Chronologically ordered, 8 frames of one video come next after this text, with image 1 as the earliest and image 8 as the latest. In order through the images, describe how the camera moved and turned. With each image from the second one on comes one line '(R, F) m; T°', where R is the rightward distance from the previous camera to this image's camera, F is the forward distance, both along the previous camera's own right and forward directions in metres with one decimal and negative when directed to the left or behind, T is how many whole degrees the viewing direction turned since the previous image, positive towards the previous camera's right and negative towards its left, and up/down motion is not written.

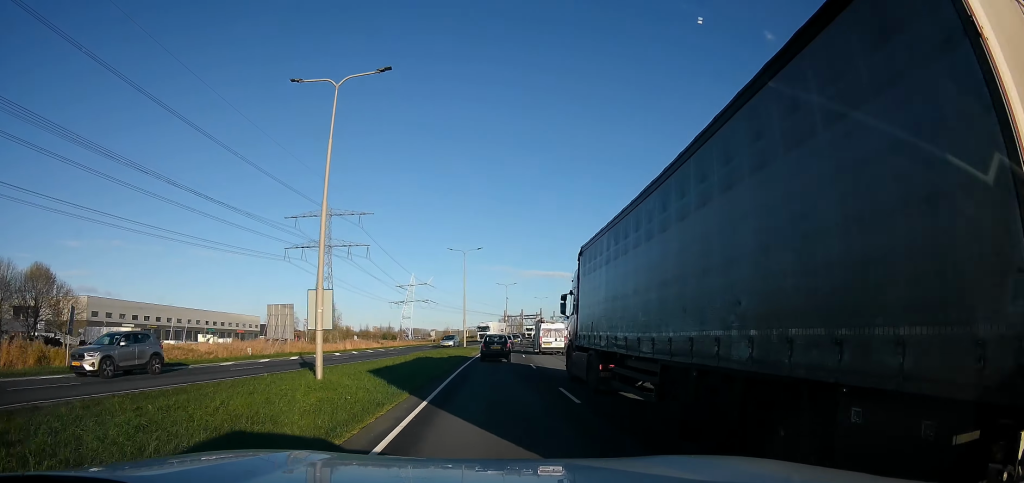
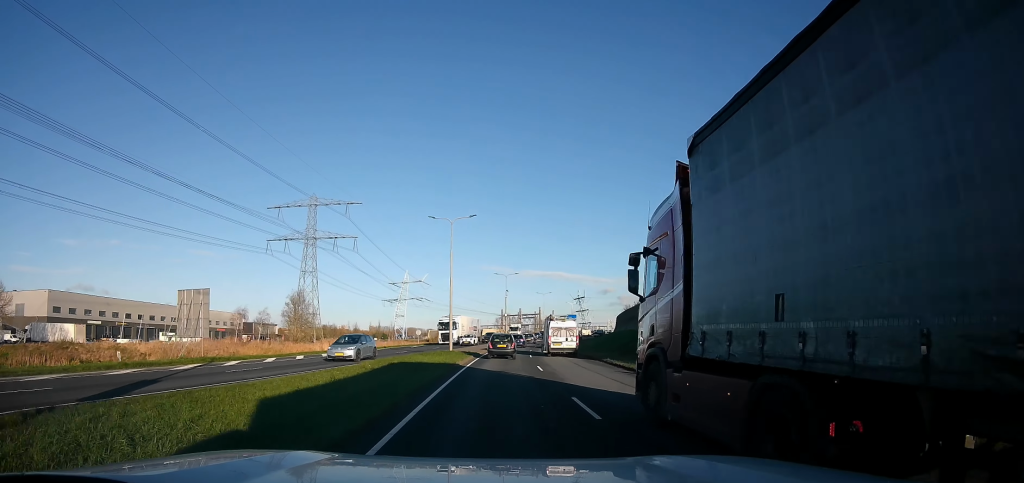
(+0.6, +13.6) m; +4°
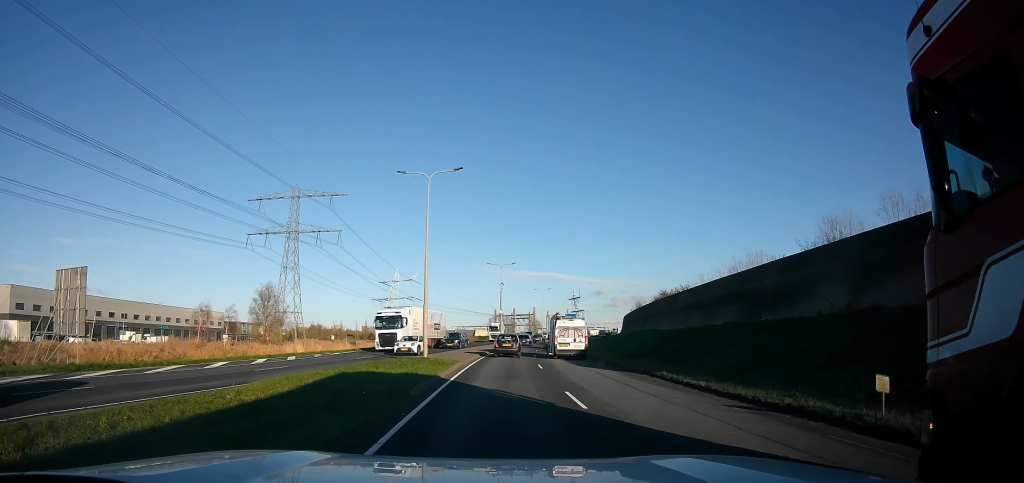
(+0.2, +10.6) m; +1°
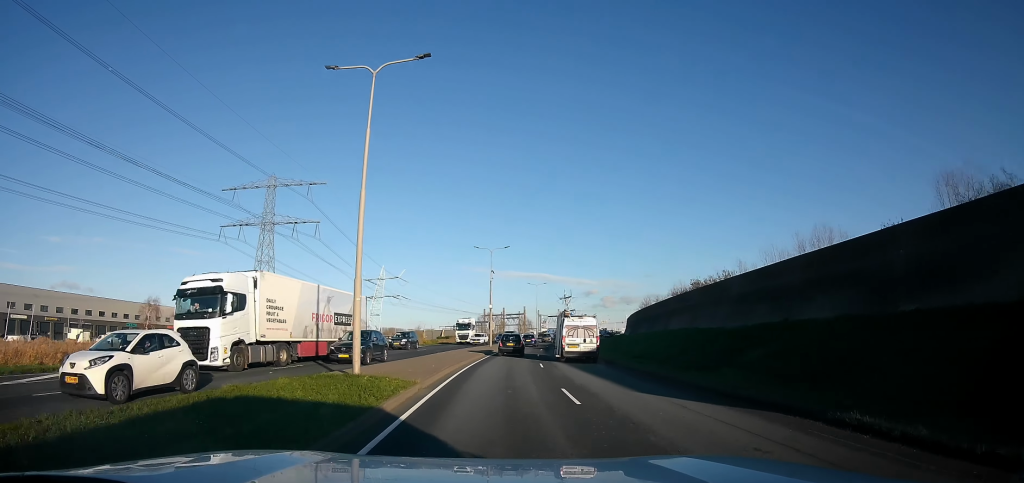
(0.0, +11.1) m; 0°
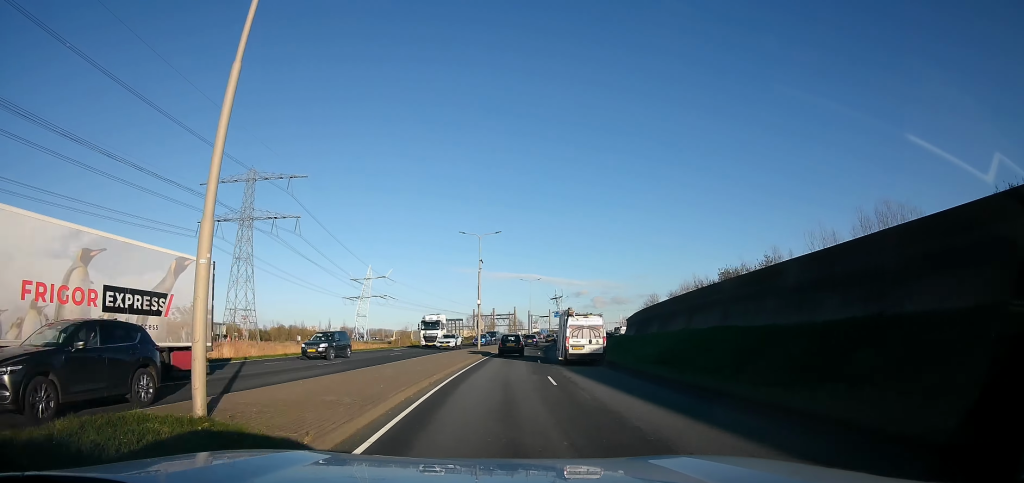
(0.0, +7.3) m; 0°
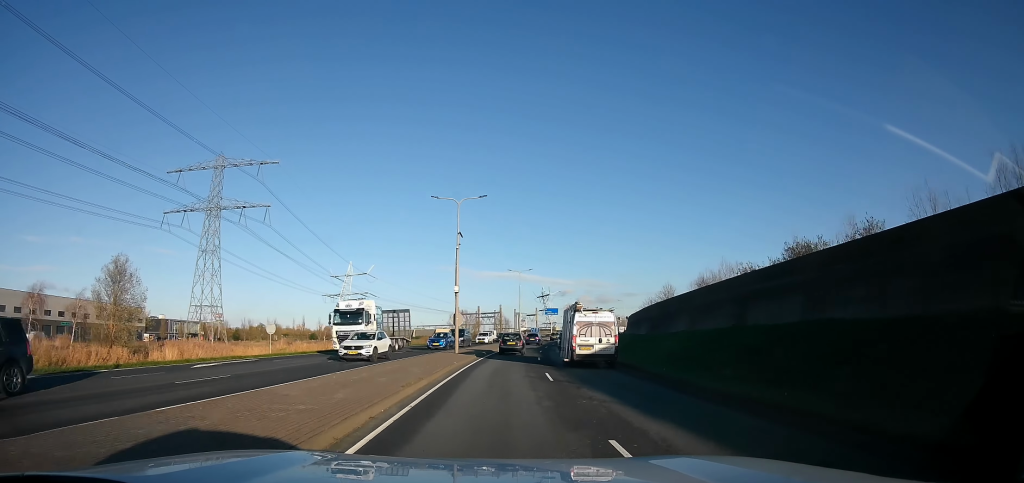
(0.0, +10.7) m; 0°
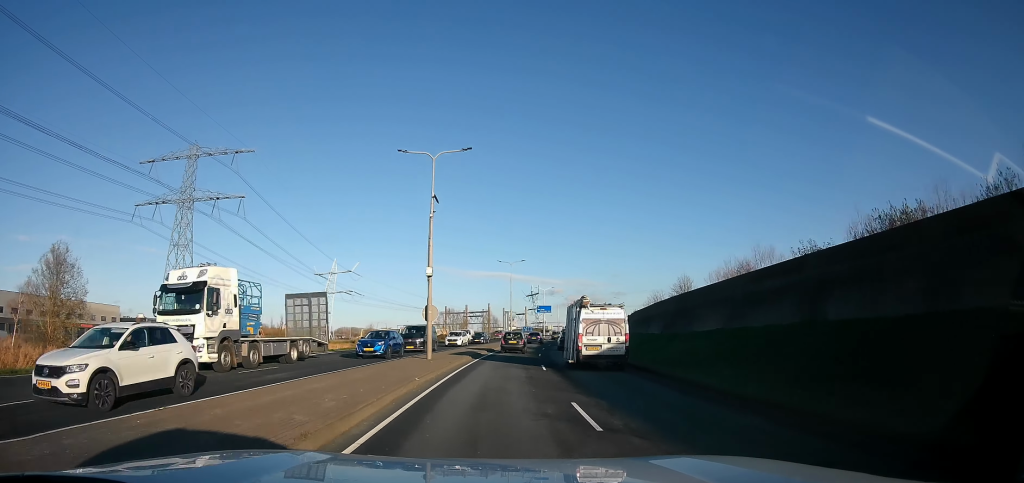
(0.0, +8.3) m; 0°
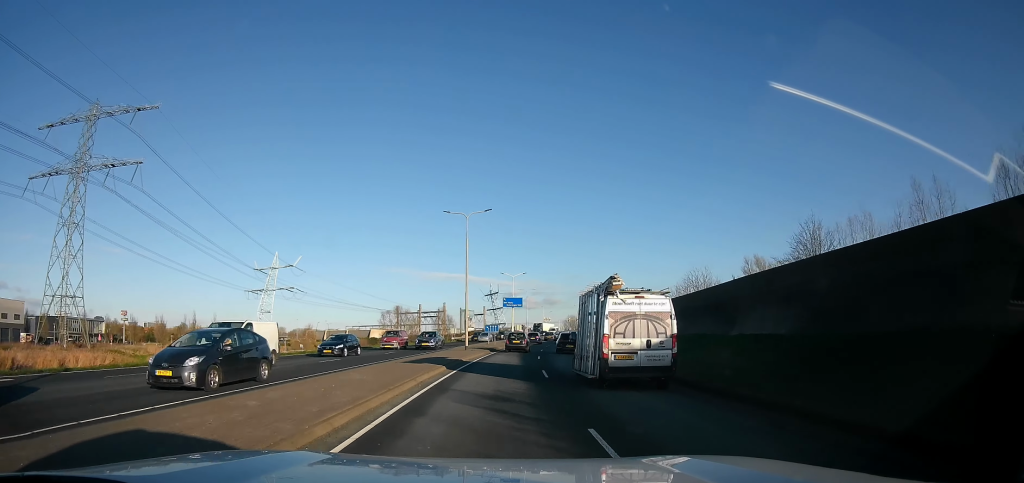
(0.0, +27.1) m; 0°
